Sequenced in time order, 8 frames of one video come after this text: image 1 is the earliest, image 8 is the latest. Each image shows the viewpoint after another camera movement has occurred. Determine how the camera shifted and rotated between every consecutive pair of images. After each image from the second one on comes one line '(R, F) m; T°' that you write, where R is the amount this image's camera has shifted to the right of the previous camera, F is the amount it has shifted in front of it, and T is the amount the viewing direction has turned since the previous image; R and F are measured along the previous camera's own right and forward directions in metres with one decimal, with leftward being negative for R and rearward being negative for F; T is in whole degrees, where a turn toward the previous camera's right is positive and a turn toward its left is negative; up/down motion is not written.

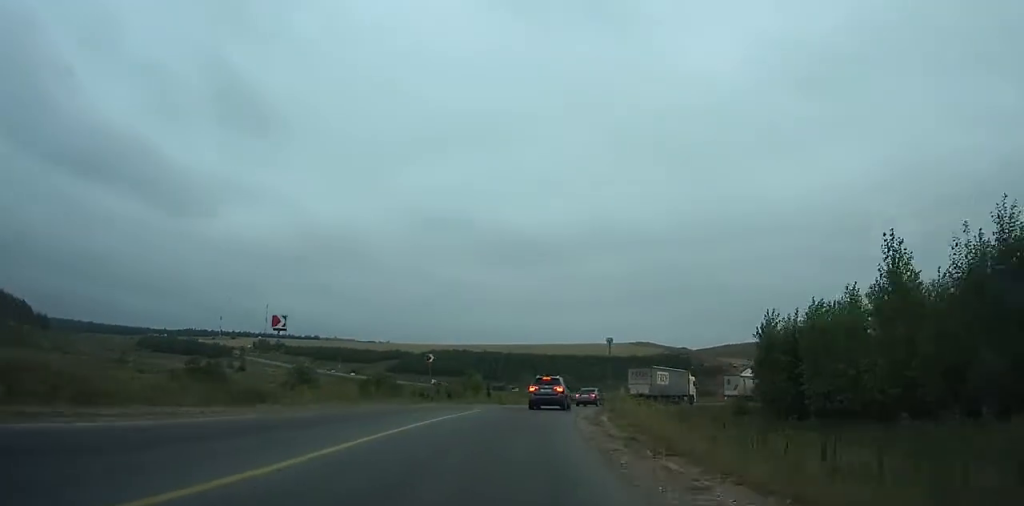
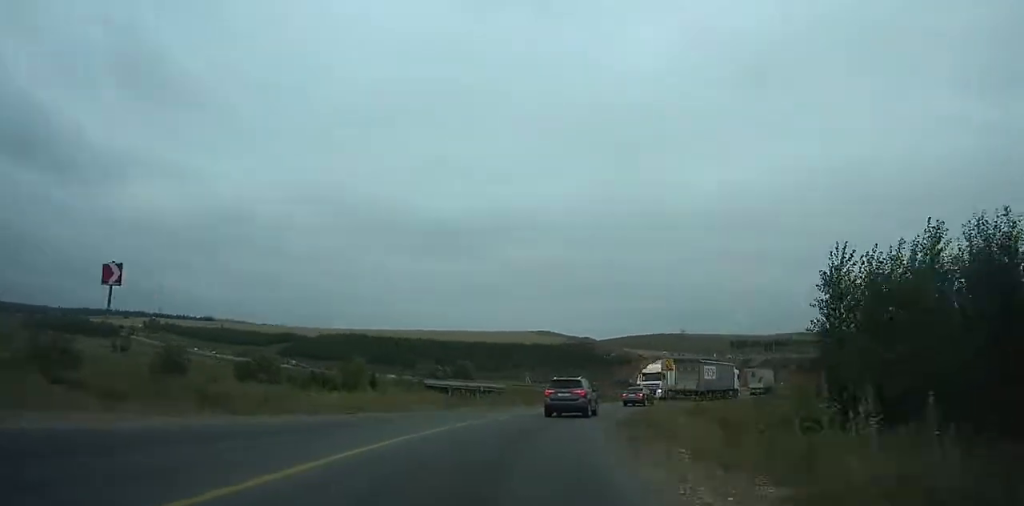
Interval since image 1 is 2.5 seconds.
(+0.5, +25.9) m; +8°
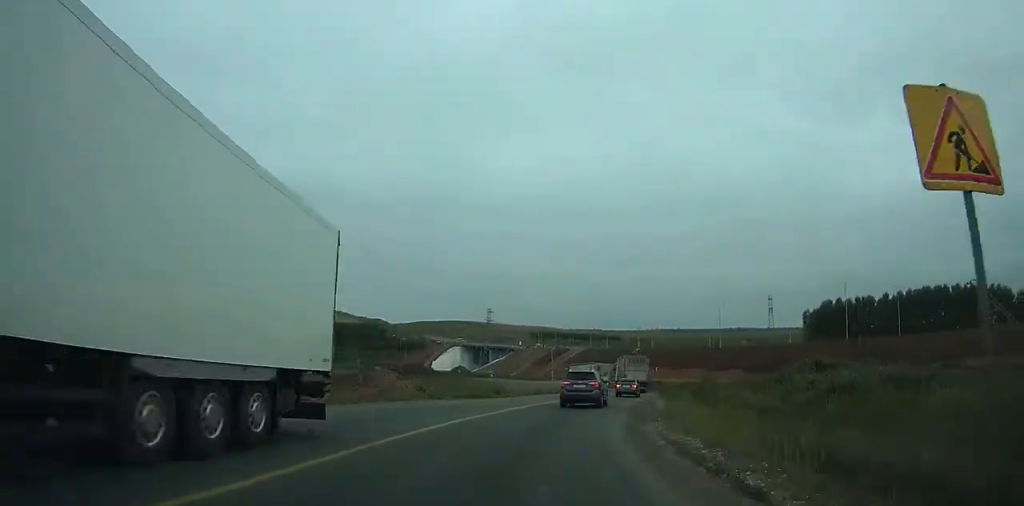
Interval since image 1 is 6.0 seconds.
(+4.7, +34.3) m; +19°
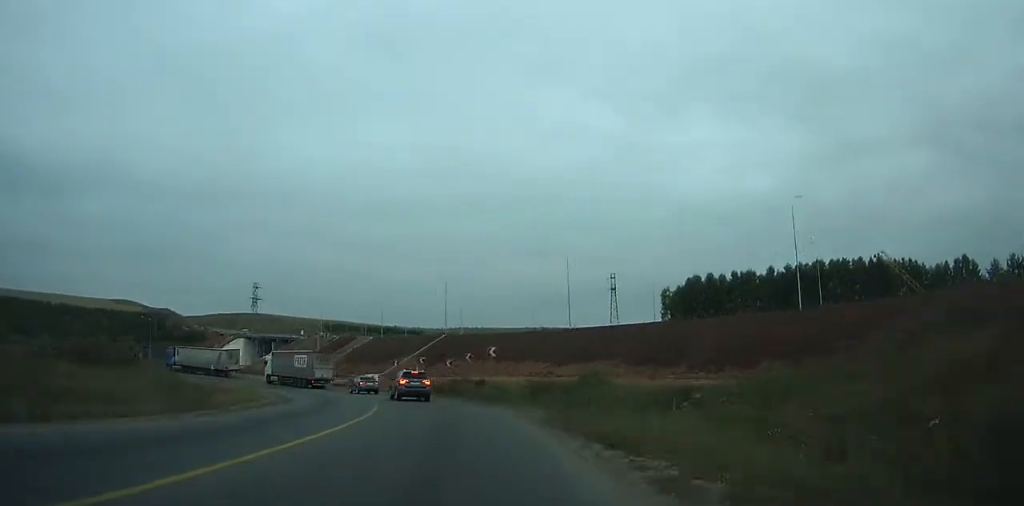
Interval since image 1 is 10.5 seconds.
(+9.3, +42.9) m; +17°
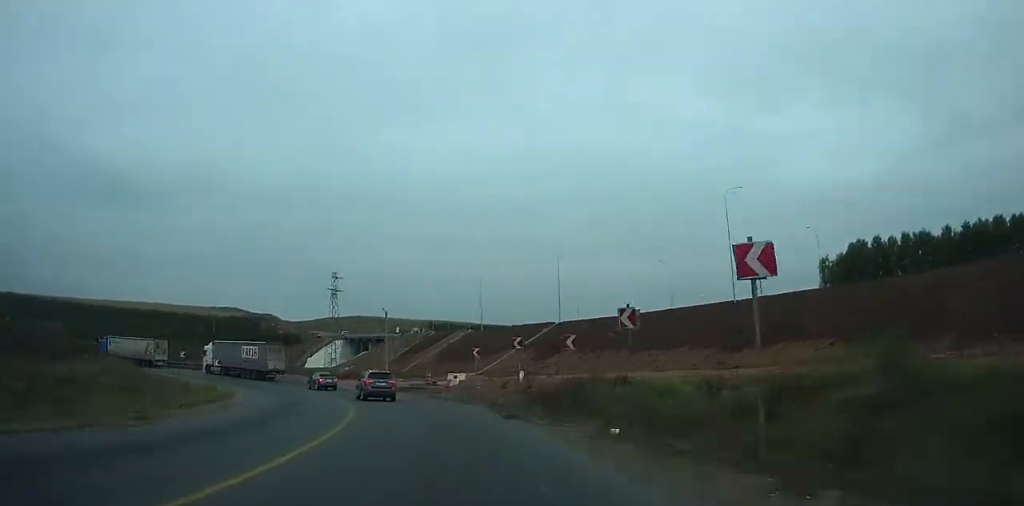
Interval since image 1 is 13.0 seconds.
(+1.3, +24.2) m; -3°
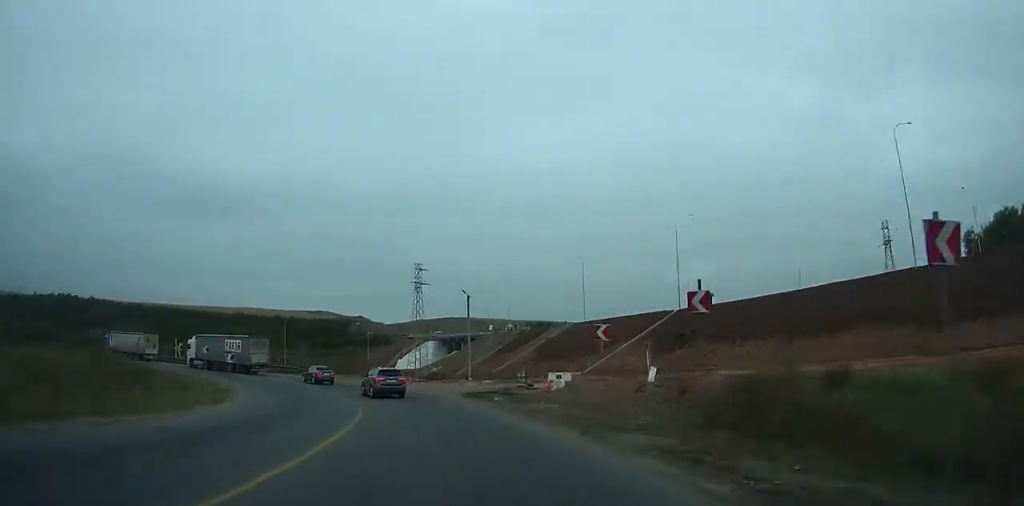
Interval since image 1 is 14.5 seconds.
(-1.1, +14.4) m; -8°
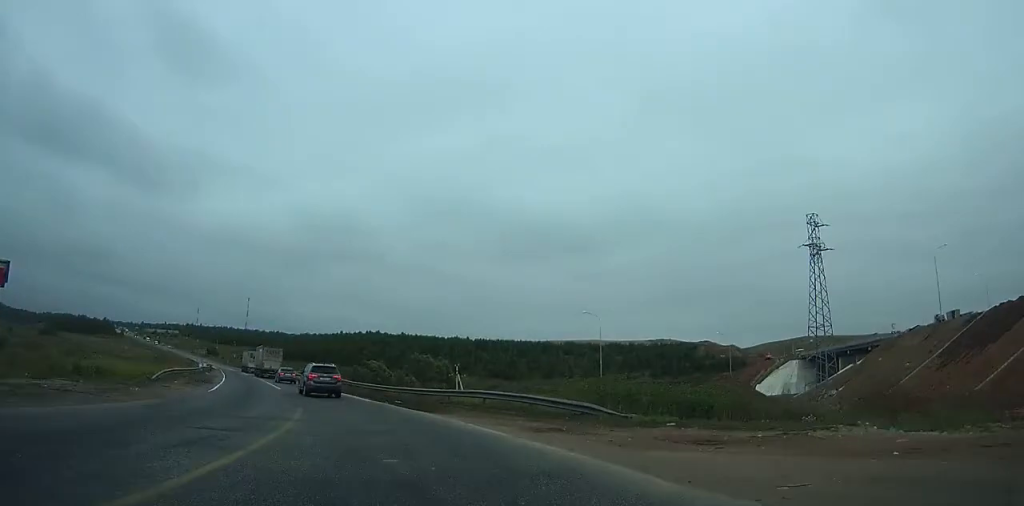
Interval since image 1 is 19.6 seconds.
(-12.3, +46.6) m; -33°
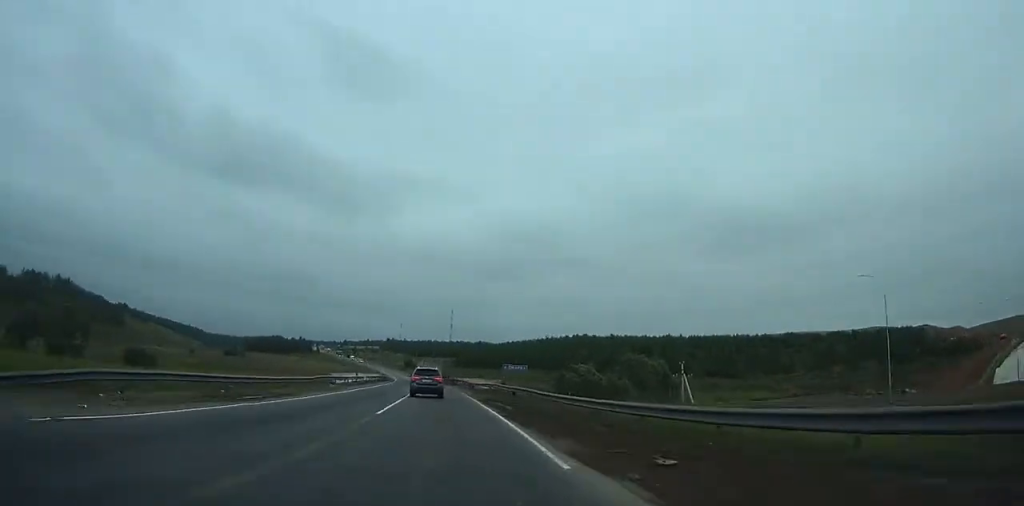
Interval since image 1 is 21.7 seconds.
(-1.7, +20.6) m; -16°
